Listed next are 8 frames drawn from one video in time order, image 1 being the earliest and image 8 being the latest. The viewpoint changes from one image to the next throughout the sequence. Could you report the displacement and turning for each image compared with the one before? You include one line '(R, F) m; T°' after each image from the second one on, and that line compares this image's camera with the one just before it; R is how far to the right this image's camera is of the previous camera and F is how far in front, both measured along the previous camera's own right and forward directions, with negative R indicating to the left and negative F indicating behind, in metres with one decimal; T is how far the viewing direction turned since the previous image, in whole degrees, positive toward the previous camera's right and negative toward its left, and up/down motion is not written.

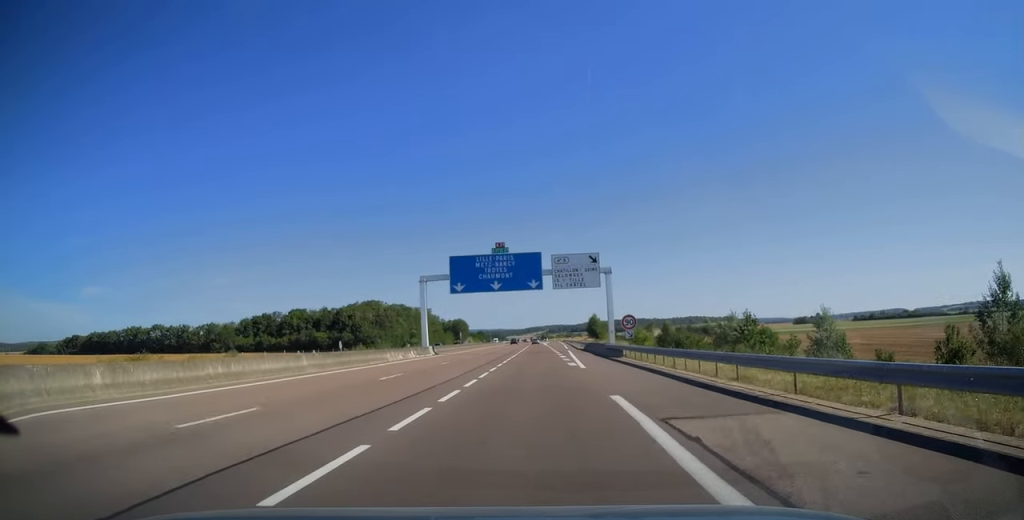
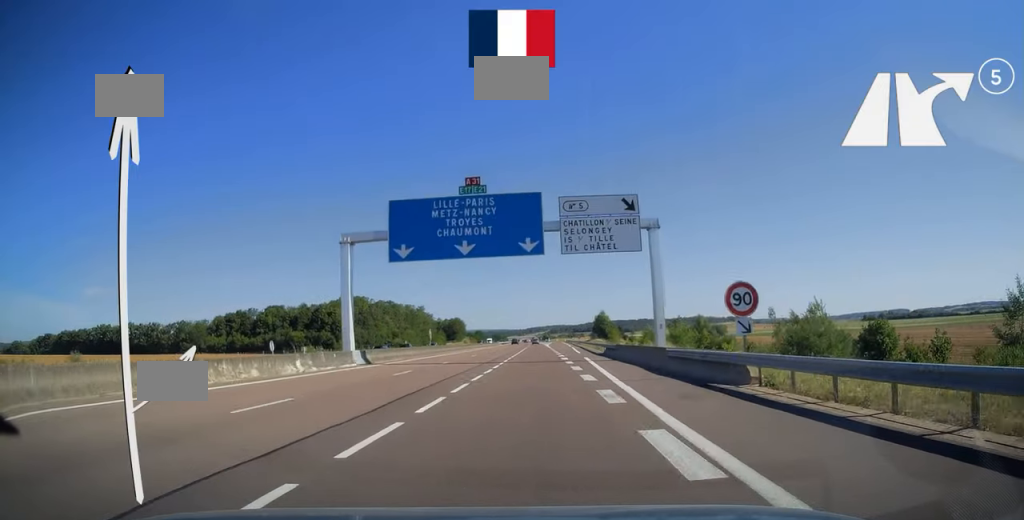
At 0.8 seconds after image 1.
(0.0, +23.8) m; 0°
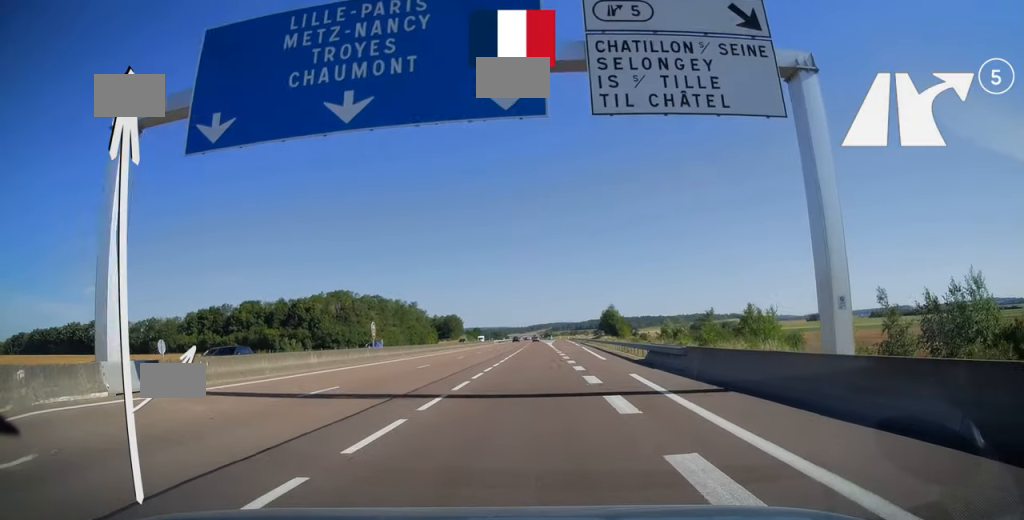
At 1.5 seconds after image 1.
(0.0, +21.3) m; 0°
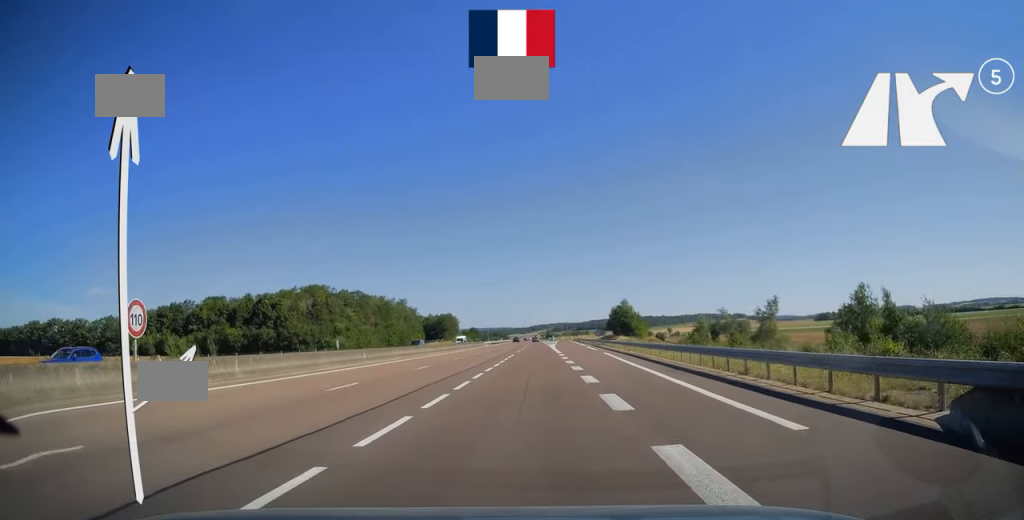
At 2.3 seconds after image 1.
(0.0, +25.4) m; 0°
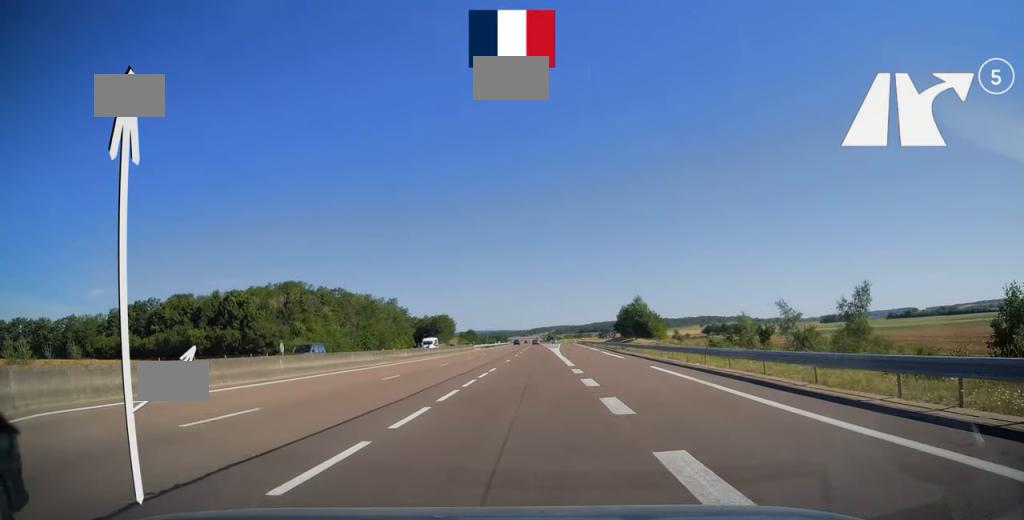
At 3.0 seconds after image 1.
(0.0, +19.8) m; 0°
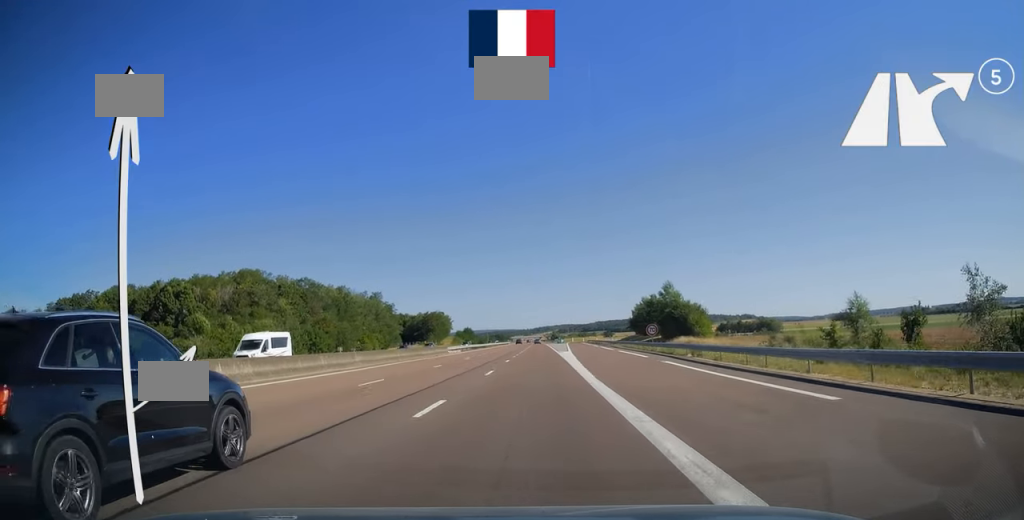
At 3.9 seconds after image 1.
(-0.1, +29.0) m; 0°
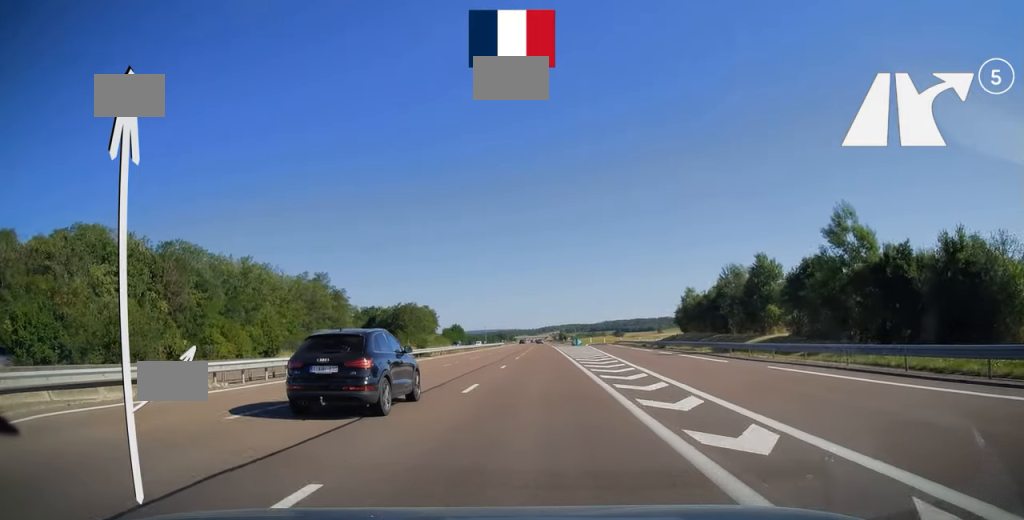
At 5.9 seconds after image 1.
(-0.3, +60.2) m; 0°
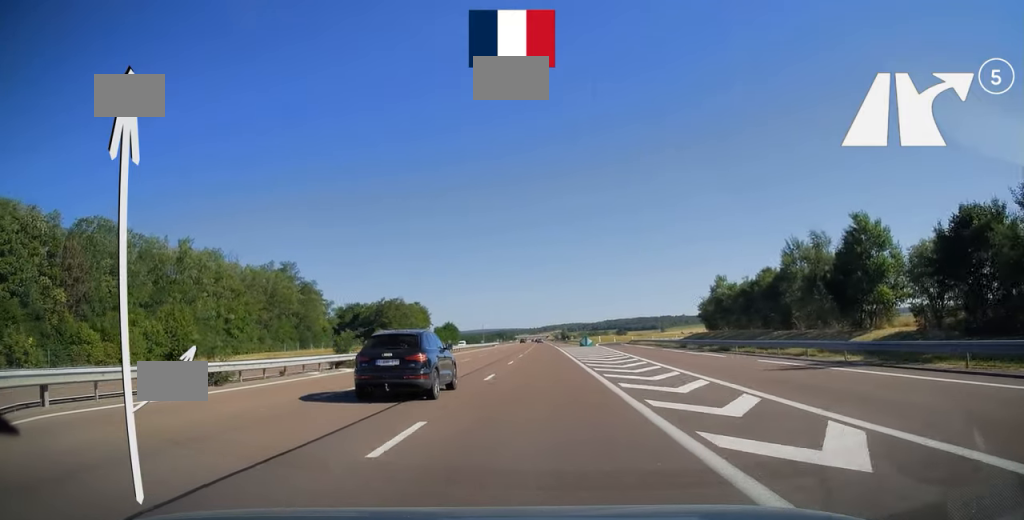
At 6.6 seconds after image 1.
(0.0, +21.6) m; 0°
